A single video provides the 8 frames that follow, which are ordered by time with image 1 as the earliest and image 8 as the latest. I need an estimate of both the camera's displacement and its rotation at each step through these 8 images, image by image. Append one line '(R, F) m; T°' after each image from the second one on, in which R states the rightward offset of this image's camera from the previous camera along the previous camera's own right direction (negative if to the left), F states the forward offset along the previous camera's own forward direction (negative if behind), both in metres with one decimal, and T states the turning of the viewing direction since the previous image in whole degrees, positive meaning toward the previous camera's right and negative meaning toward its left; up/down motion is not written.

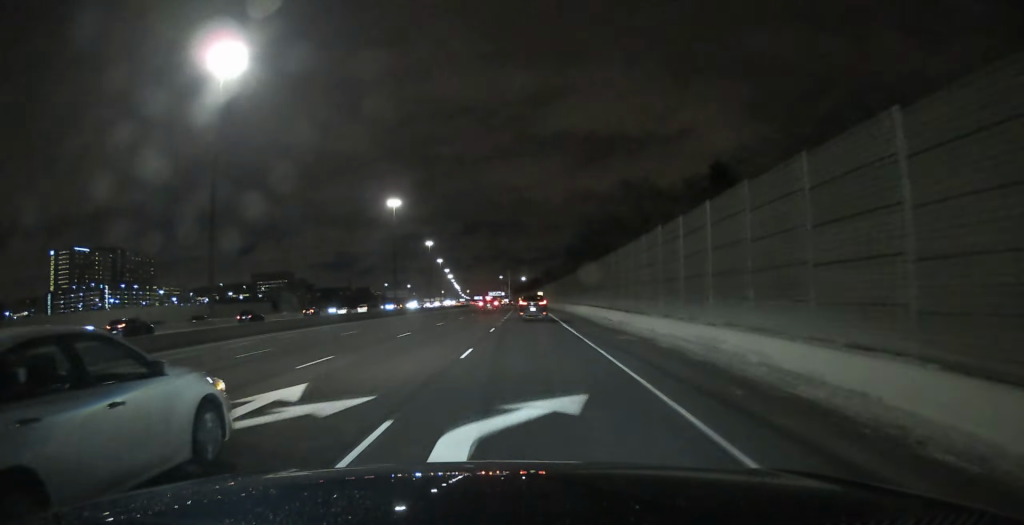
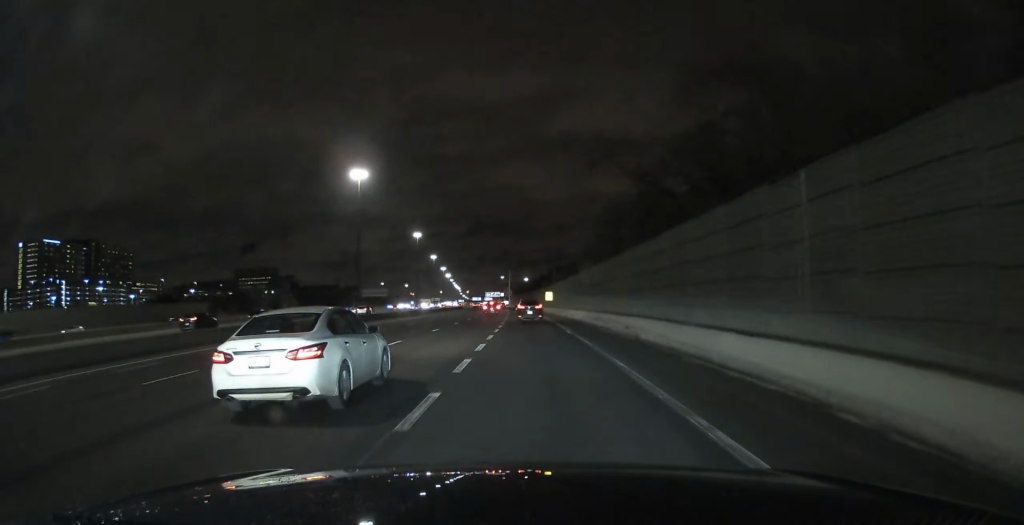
(-0.2, +52.7) m; -1°
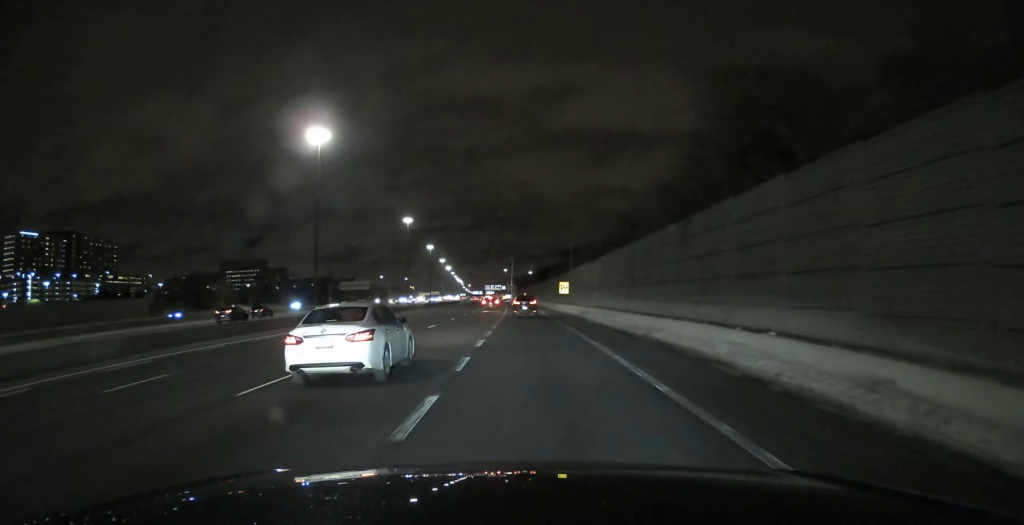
(0.0, +37.0) m; -1°
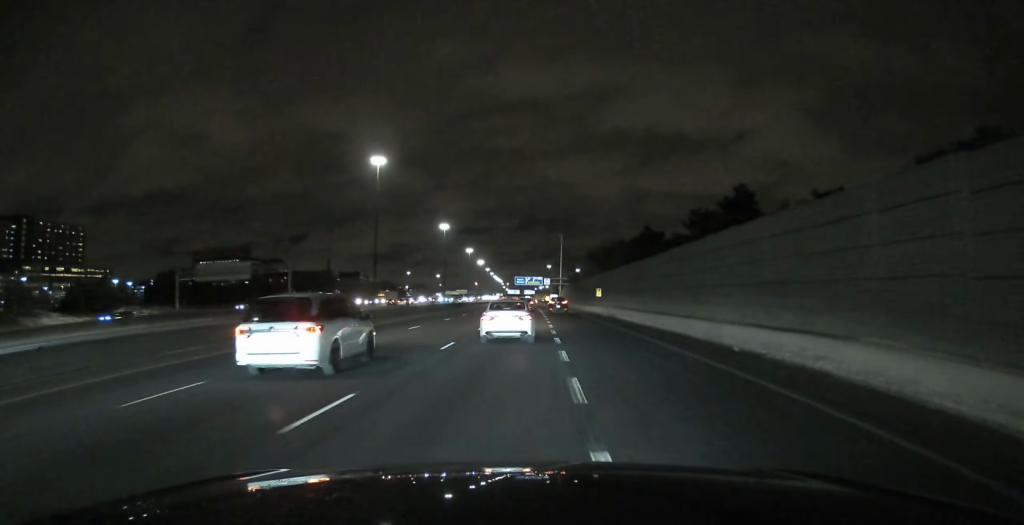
(-3.4, +128.5) m; -3°
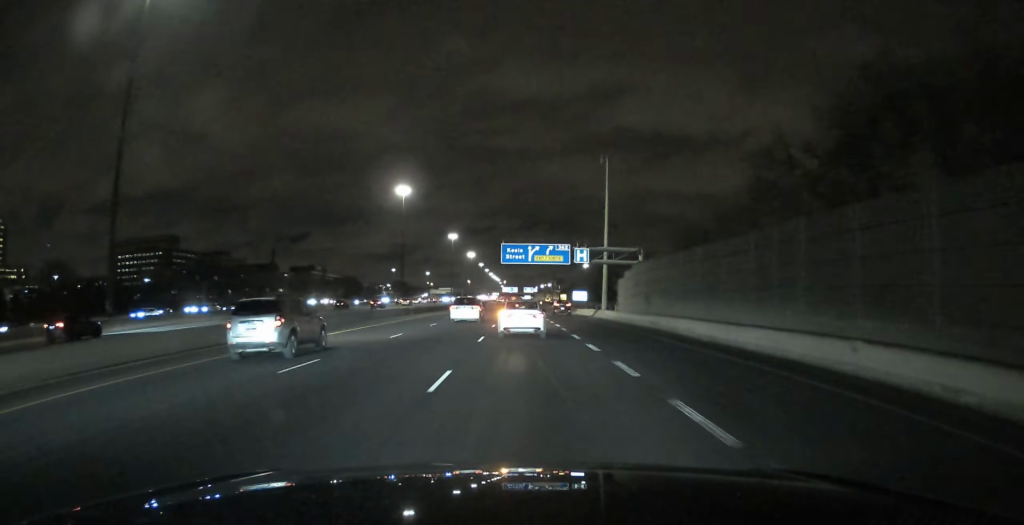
(-1.5, +106.8) m; -1°
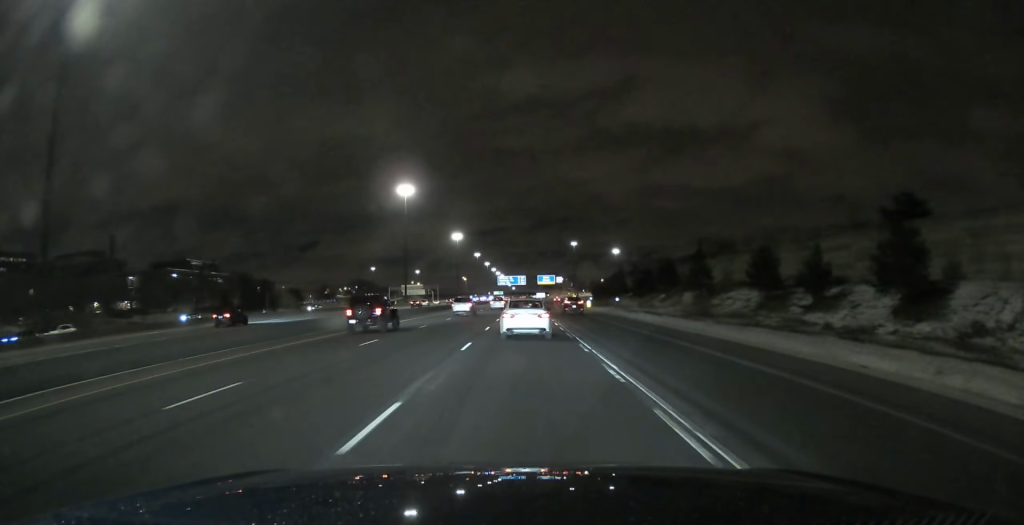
(-0.4, +164.8) m; -1°
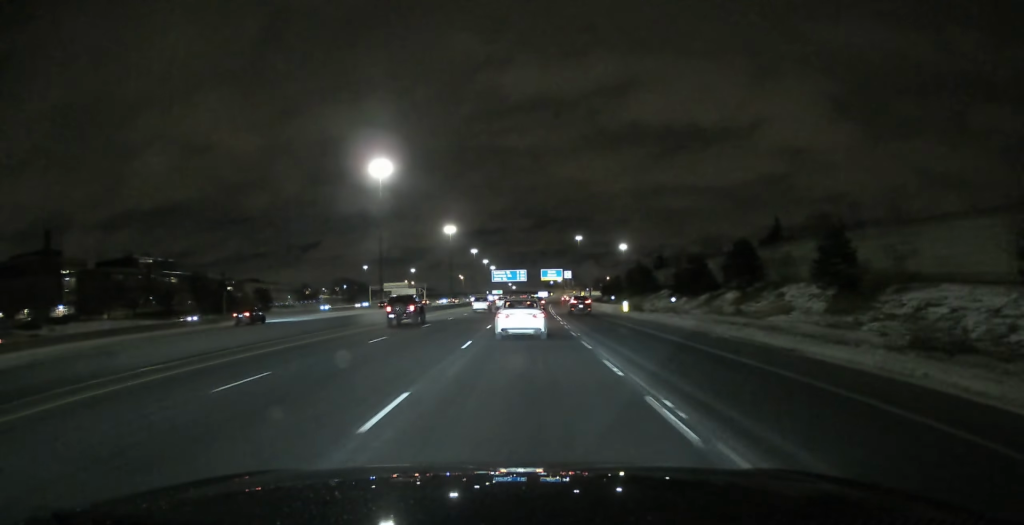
(-0.2, +36.1) m; 0°
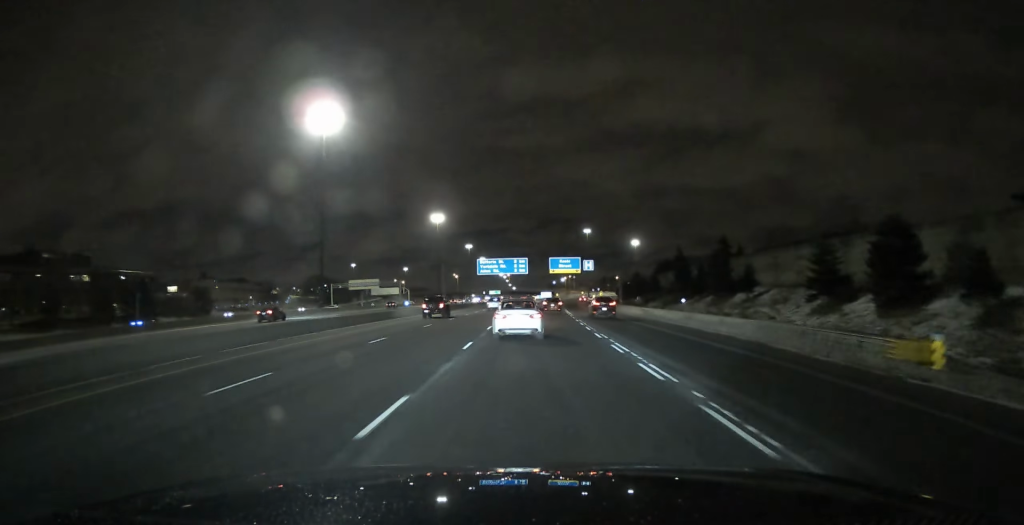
(0.0, +49.6) m; 0°
